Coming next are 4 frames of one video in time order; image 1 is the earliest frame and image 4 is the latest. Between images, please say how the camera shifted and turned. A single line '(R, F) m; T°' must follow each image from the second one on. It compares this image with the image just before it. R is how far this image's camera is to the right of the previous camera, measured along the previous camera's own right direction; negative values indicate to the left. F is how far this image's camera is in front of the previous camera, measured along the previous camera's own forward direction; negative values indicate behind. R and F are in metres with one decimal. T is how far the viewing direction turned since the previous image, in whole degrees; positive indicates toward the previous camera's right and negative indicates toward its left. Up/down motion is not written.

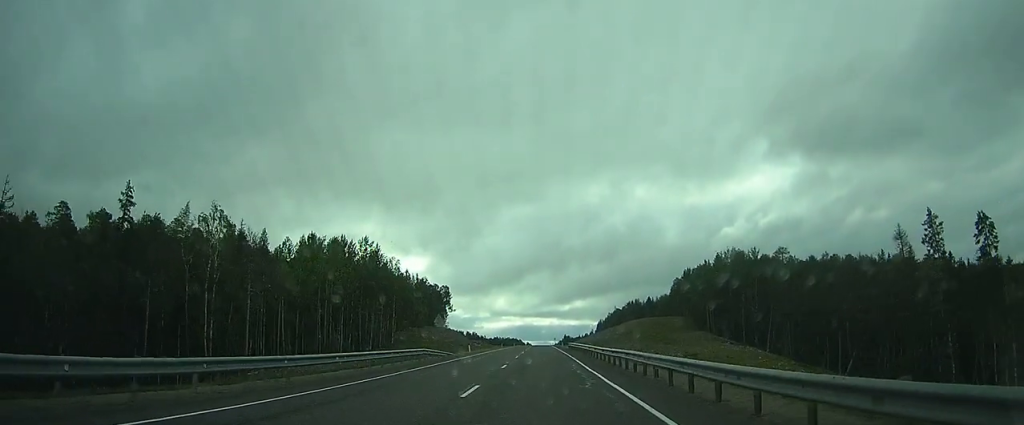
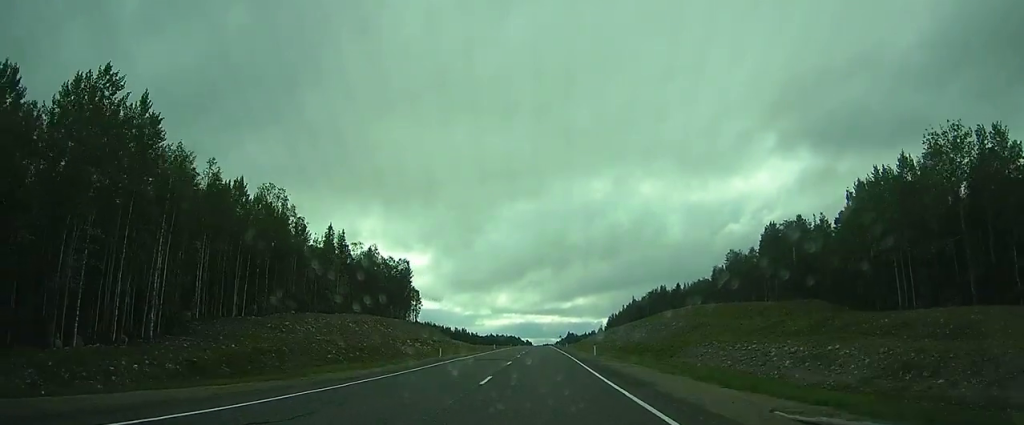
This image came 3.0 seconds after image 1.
(-0.1, +78.5) m; +1°
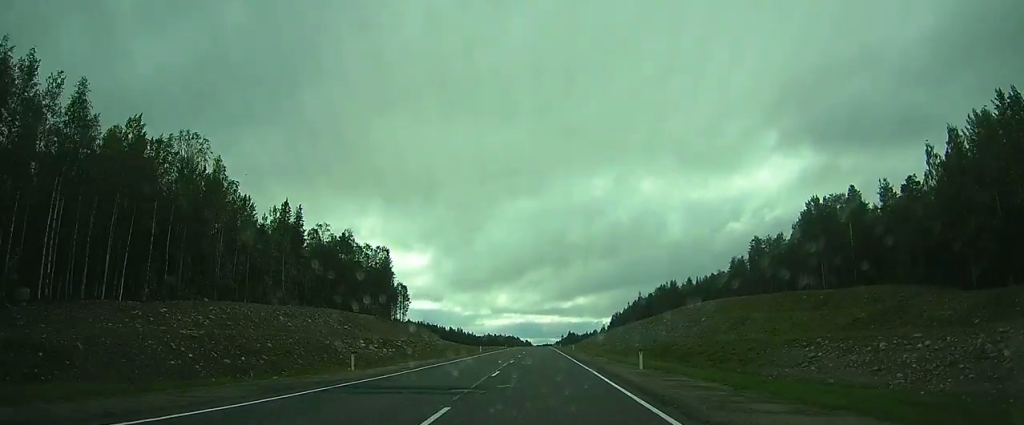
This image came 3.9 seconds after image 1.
(+0.2, +21.7) m; +1°
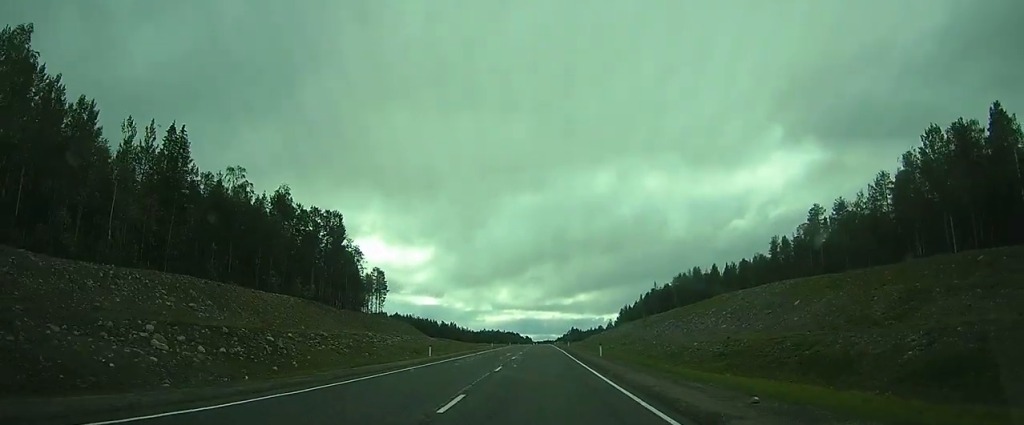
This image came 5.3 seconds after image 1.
(+0.1, +34.7) m; 0°
